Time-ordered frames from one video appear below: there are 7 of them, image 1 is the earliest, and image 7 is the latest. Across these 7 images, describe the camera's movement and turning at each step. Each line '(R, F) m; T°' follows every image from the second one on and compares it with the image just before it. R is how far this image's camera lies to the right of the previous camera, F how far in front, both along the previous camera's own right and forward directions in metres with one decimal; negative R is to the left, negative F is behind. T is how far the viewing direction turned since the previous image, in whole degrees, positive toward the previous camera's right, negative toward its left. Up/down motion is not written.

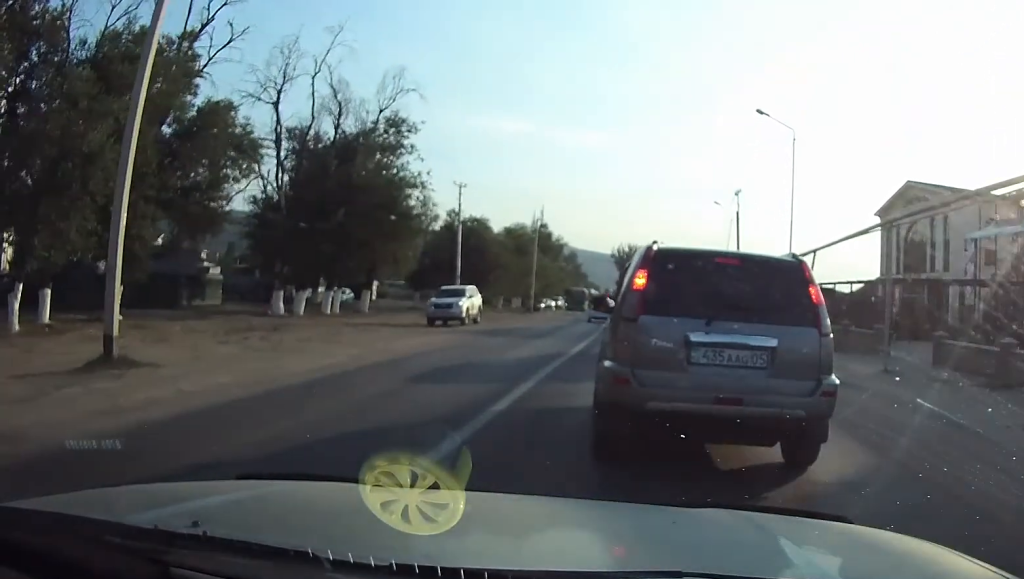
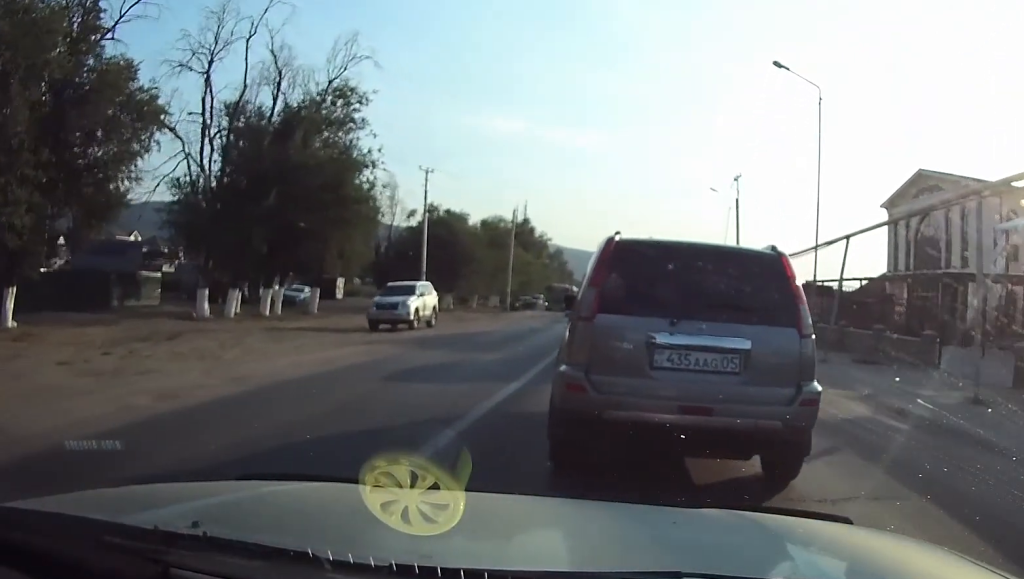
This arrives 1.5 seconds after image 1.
(+0.1, +6.3) m; +1°
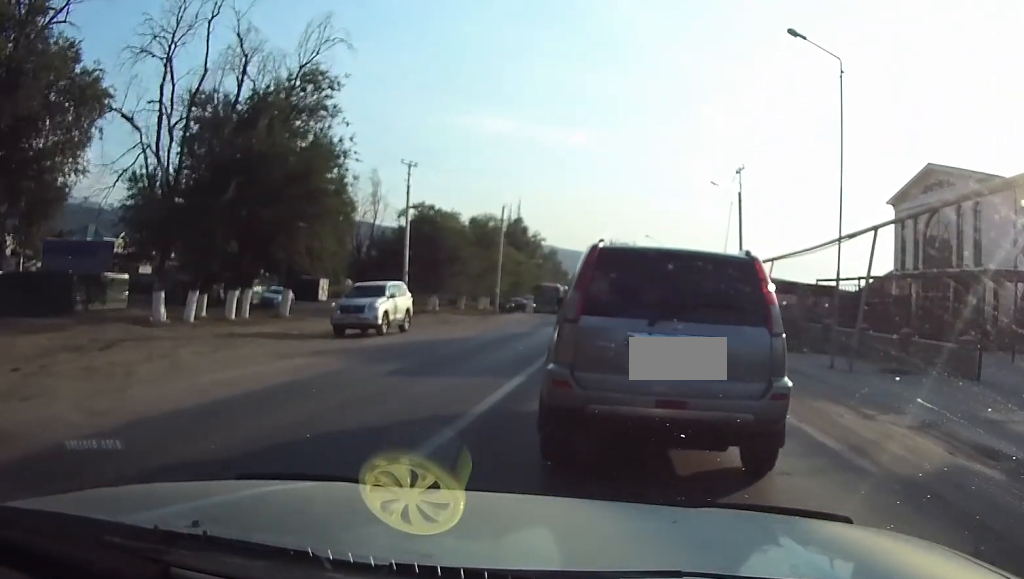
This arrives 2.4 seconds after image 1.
(0.0, +3.9) m; -1°
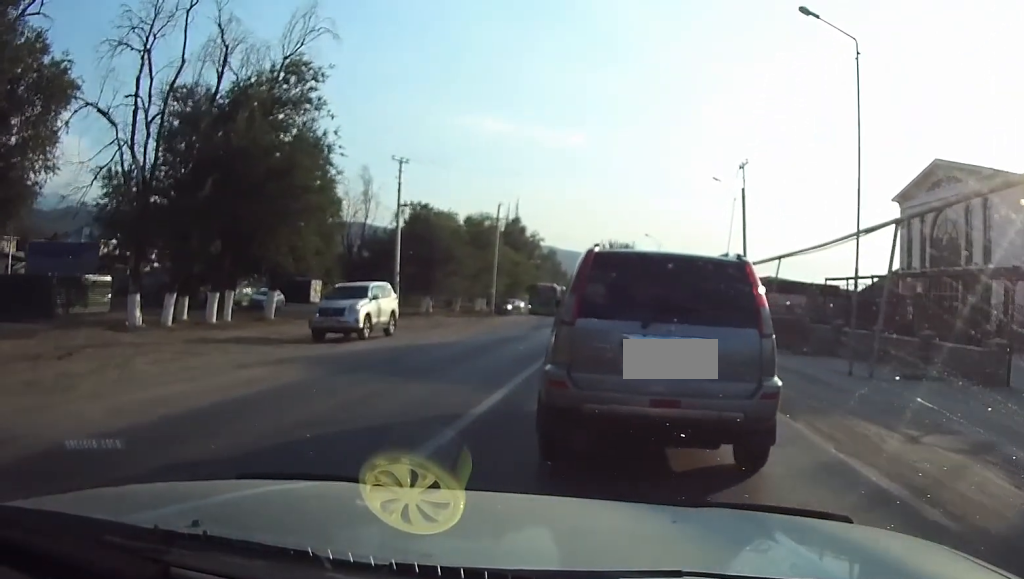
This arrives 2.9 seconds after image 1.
(0.0, +2.1) m; 0°
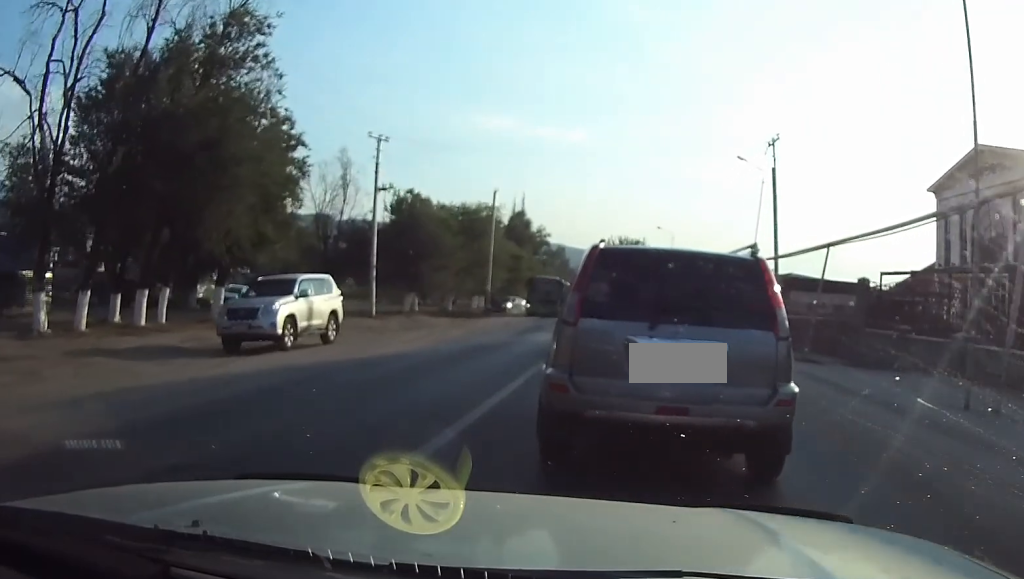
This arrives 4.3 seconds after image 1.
(0.0, +6.3) m; -1°
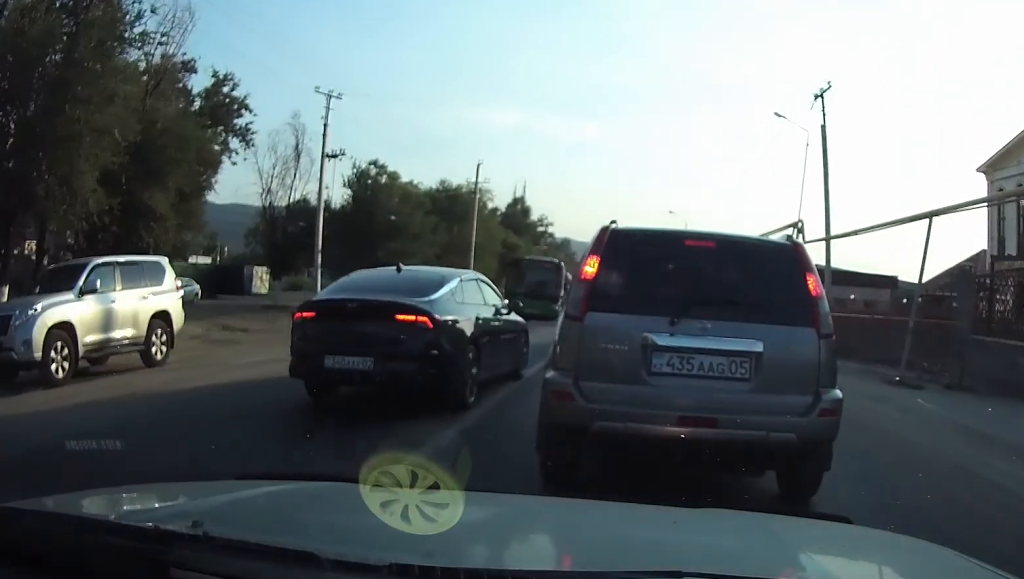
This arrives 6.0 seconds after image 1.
(-0.1, +7.6) m; +1°
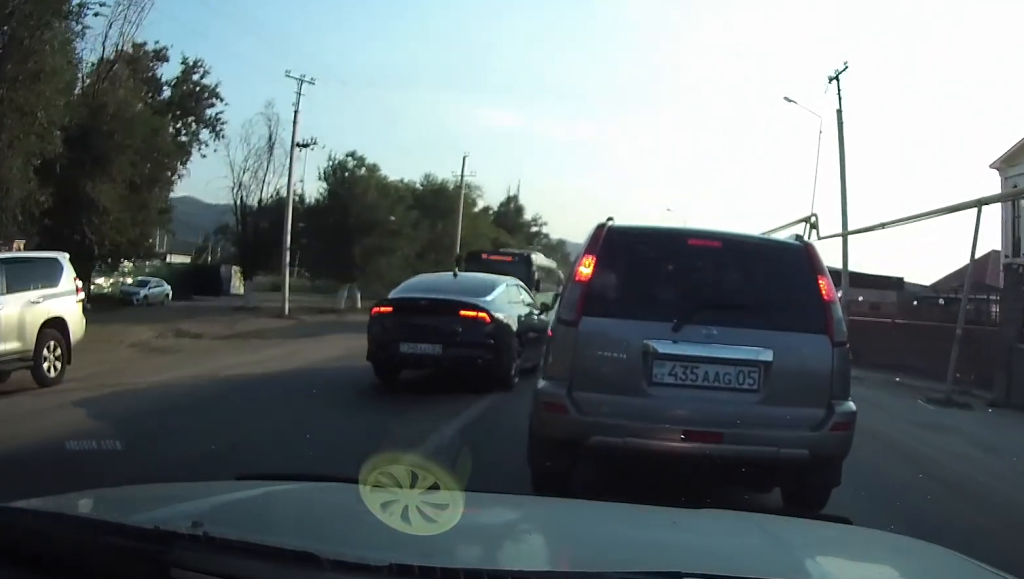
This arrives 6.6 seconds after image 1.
(0.0, +2.6) m; +1°
